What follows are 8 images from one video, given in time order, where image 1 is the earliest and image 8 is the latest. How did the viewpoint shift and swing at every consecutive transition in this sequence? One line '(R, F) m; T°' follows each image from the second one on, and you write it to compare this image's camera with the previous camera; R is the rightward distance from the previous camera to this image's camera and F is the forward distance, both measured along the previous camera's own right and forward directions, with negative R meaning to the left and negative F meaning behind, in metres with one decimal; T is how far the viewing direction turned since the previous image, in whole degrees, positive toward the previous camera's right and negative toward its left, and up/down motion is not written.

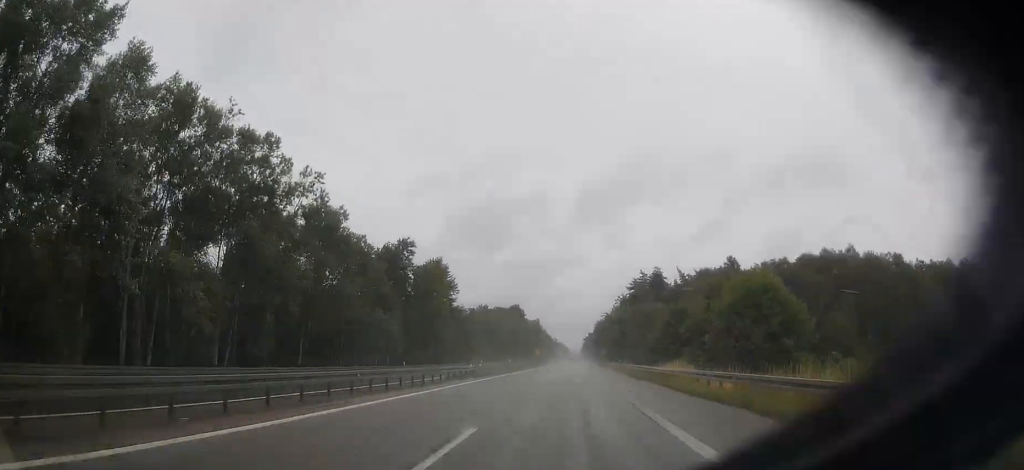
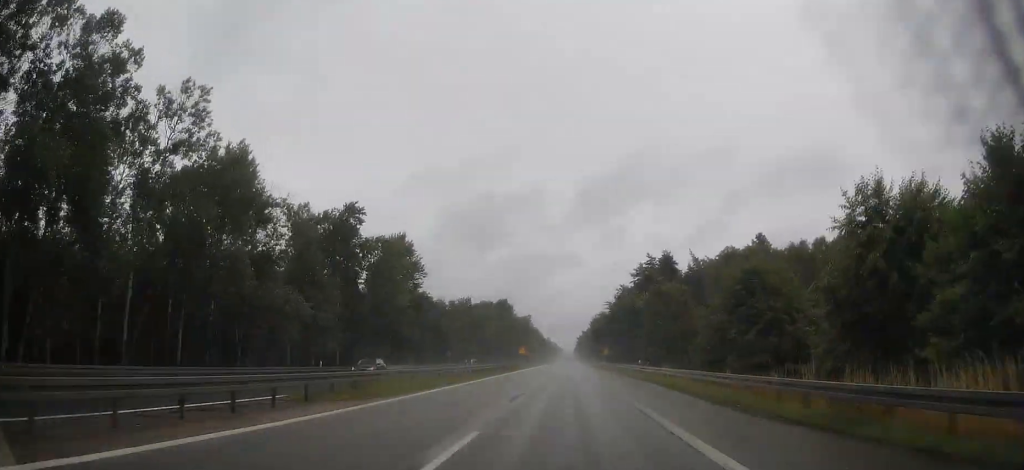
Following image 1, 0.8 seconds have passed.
(0.0, +23.9) m; +1°
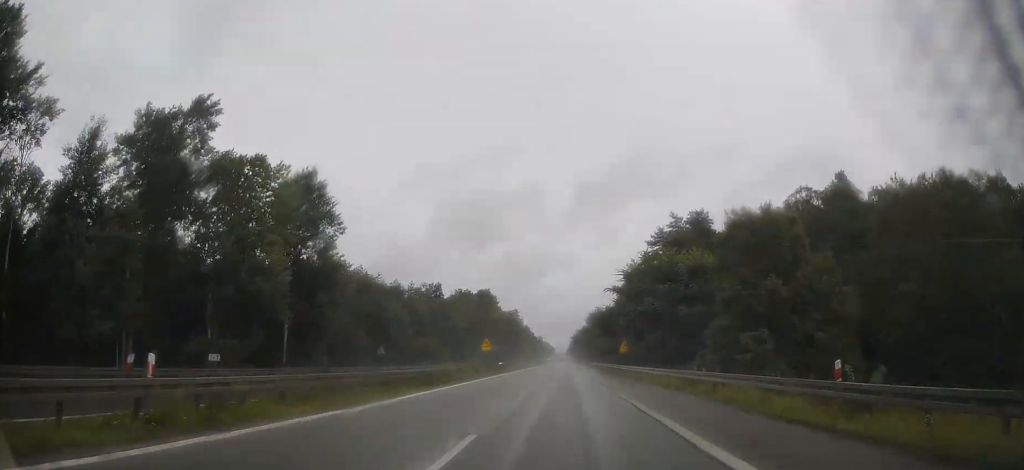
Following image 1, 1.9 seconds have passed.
(+0.5, +35.2) m; +1°
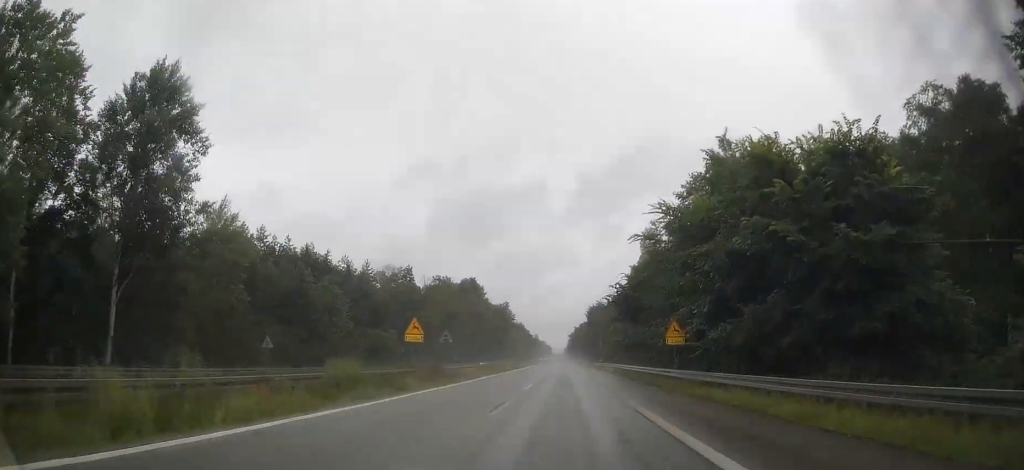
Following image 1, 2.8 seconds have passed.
(0.0, +26.9) m; 0°
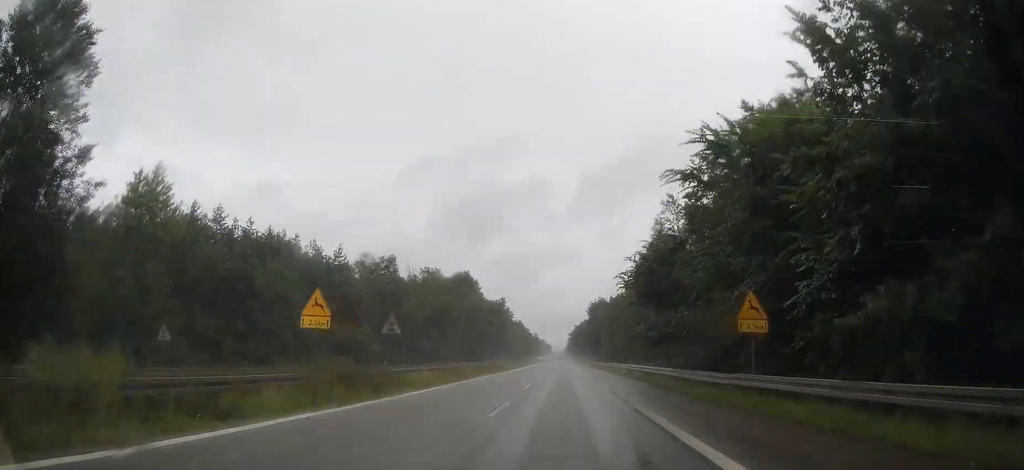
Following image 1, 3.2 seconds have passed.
(0.0, +12.4) m; 0°
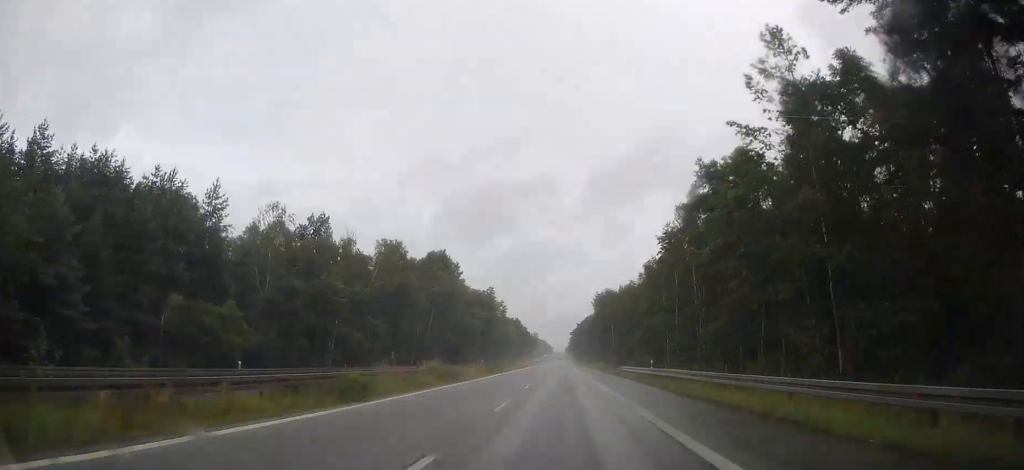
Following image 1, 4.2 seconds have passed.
(0.0, +33.1) m; -1°
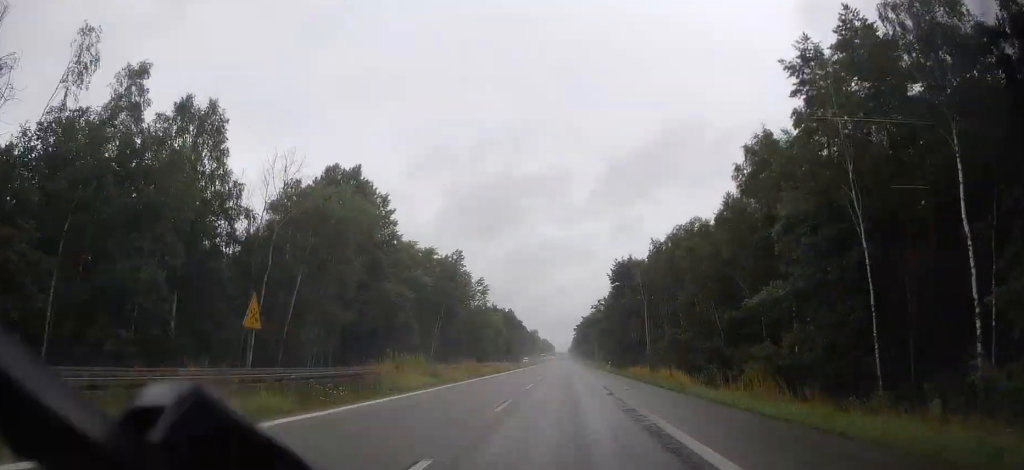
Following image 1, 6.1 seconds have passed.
(-0.3, +58.8) m; 0°
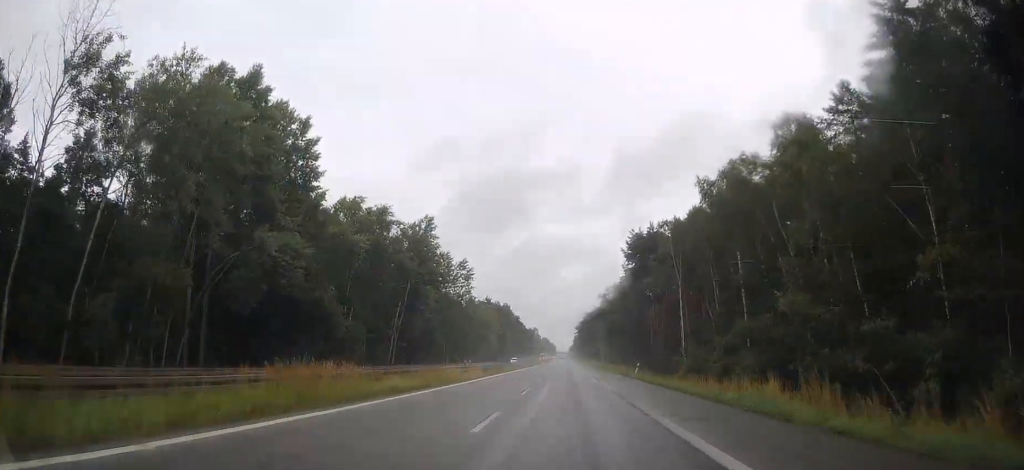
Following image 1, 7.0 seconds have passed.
(0.0, +27.7) m; 0°
